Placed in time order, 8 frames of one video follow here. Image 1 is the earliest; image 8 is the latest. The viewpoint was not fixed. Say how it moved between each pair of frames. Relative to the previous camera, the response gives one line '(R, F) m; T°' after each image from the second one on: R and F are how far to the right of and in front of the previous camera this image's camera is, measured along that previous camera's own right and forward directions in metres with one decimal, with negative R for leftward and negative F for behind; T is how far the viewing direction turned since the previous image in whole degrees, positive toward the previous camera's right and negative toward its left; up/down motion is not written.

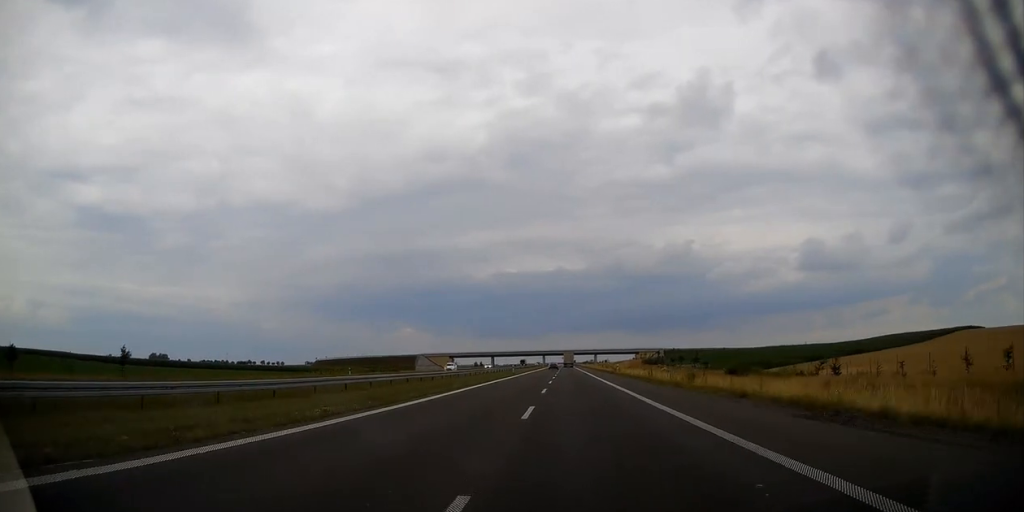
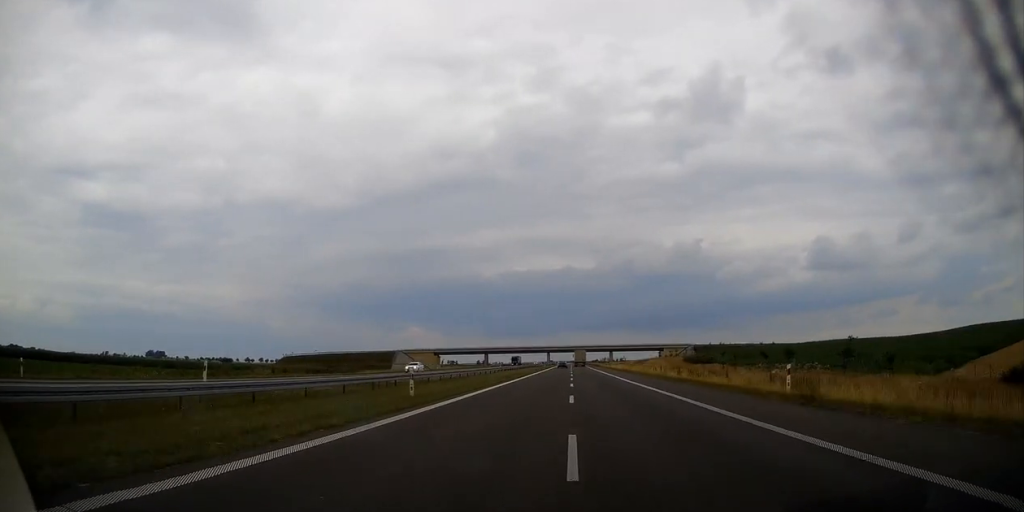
(-0.2, +55.8) m; -1°
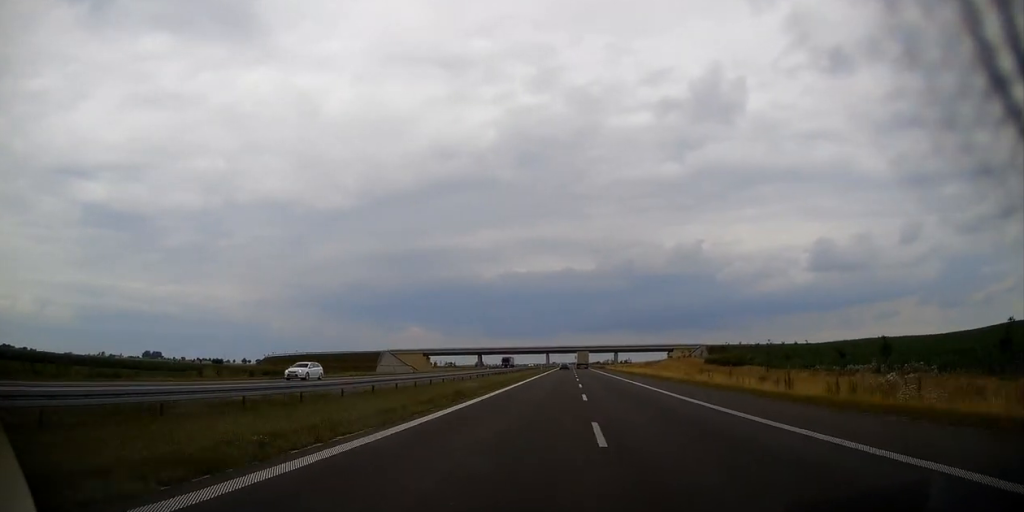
(-0.1, +21.4) m; 0°
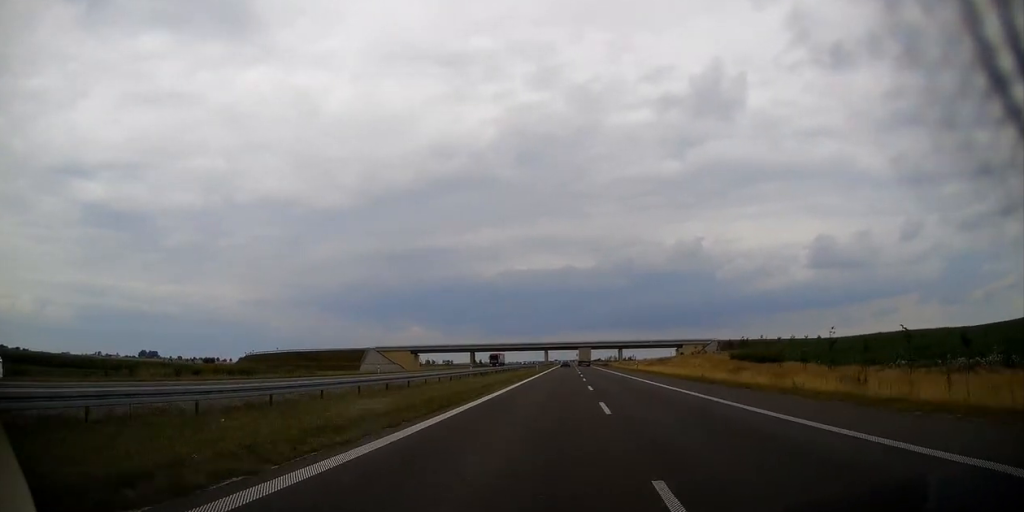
(-0.2, +19.1) m; 0°
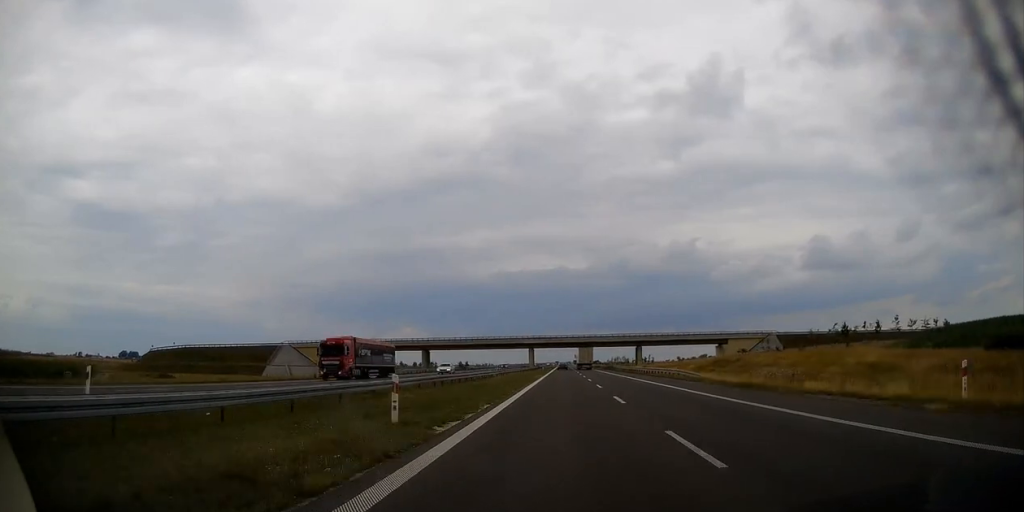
(+0.2, +68.1) m; +1°
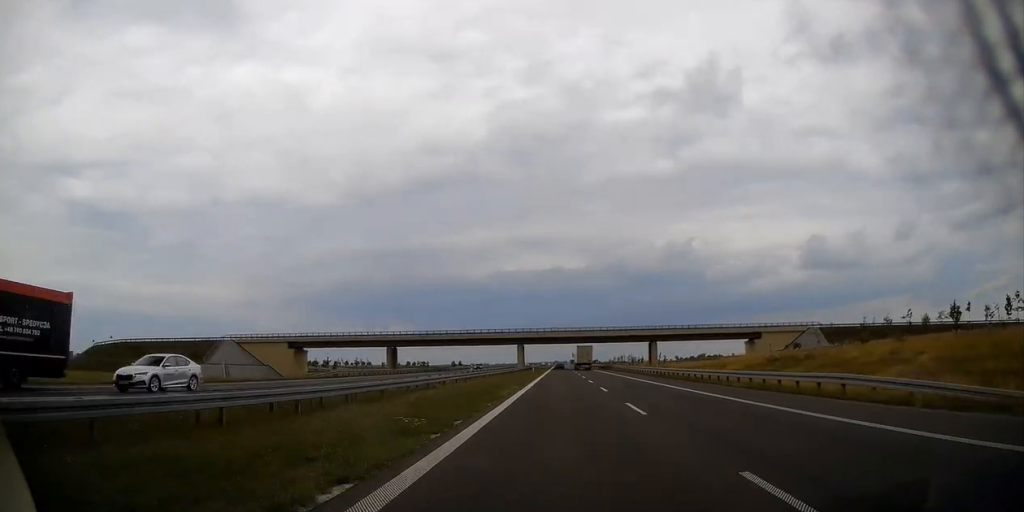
(+0.2, +28.7) m; 0°
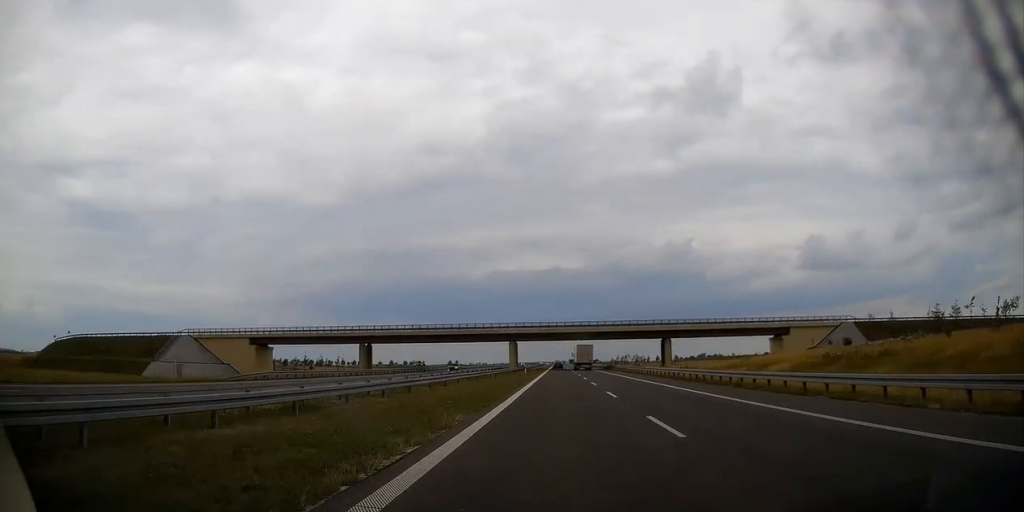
(+0.1, +15.6) m; 0°
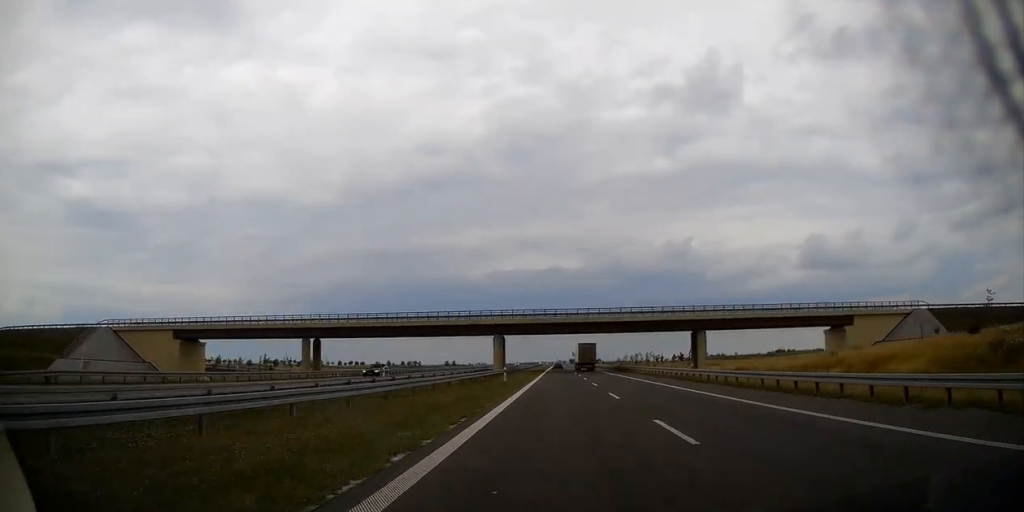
(0.0, +25.2) m; 0°
